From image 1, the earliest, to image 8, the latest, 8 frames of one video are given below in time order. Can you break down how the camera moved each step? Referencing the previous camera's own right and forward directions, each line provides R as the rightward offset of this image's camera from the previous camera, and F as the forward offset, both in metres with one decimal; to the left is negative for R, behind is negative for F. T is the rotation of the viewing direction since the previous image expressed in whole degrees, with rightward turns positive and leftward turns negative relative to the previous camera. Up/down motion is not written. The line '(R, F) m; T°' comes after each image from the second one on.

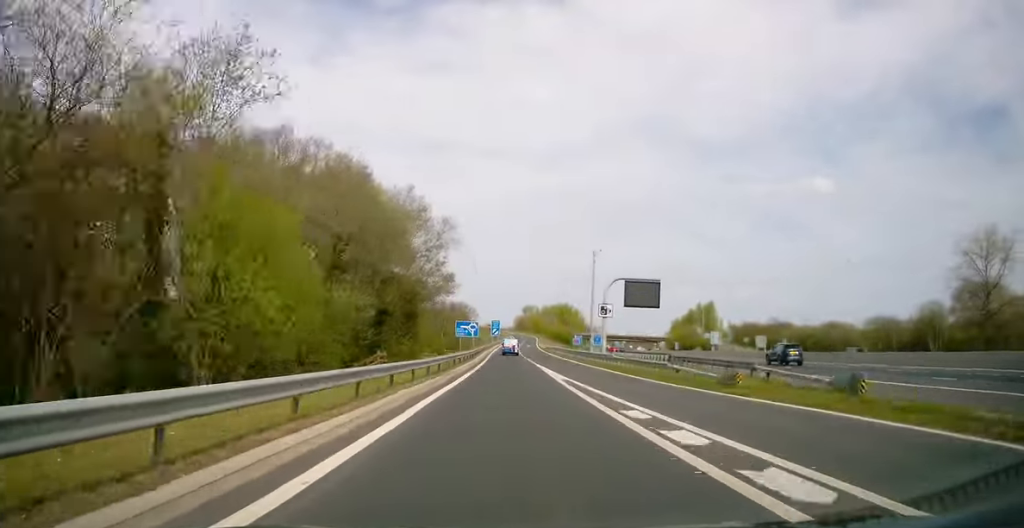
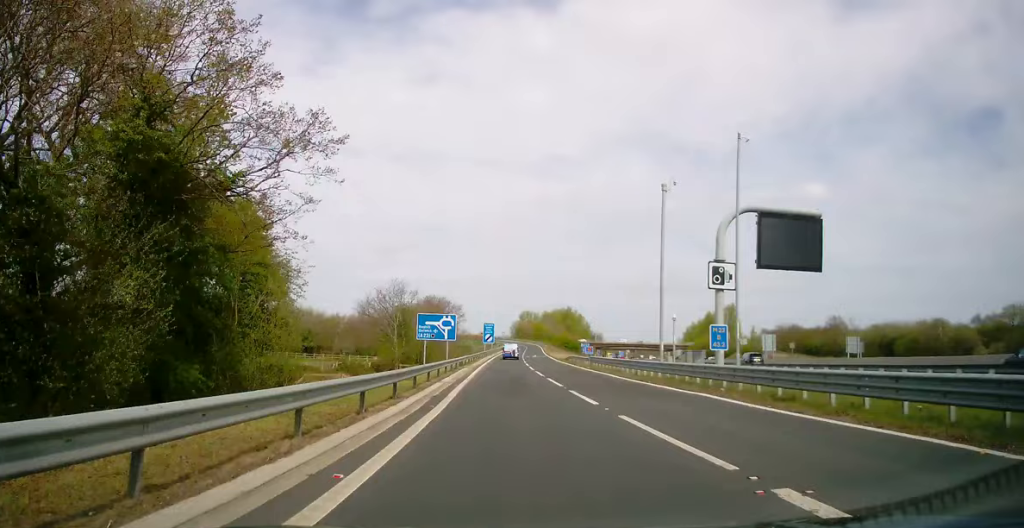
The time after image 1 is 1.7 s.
(0.0, +40.9) m; 0°
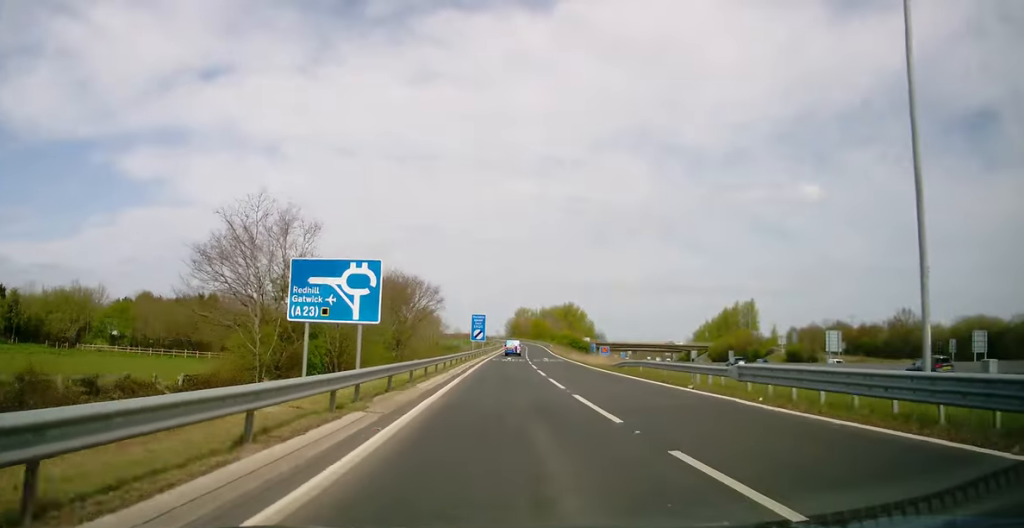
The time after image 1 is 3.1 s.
(0.0, +32.6) m; +1°
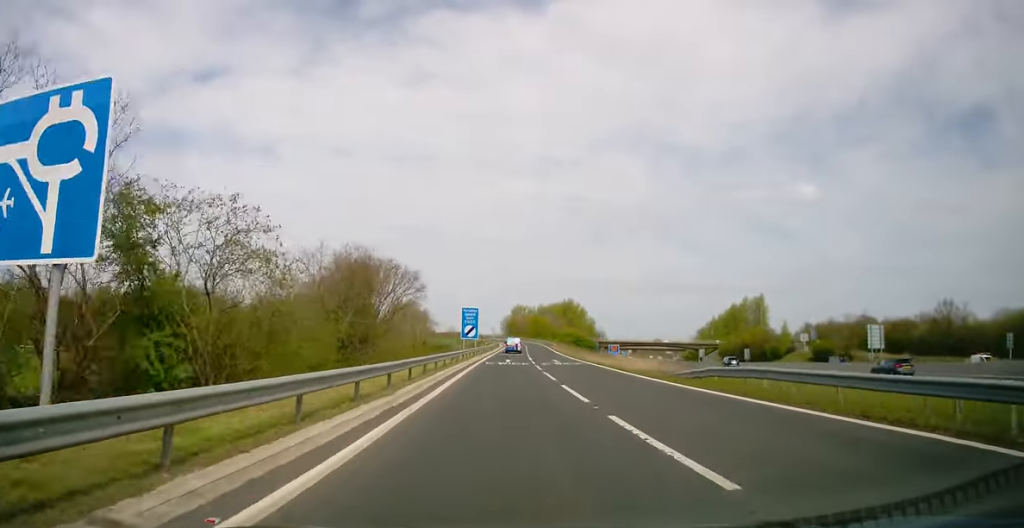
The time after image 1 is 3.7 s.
(+0.1, +15.7) m; +1°
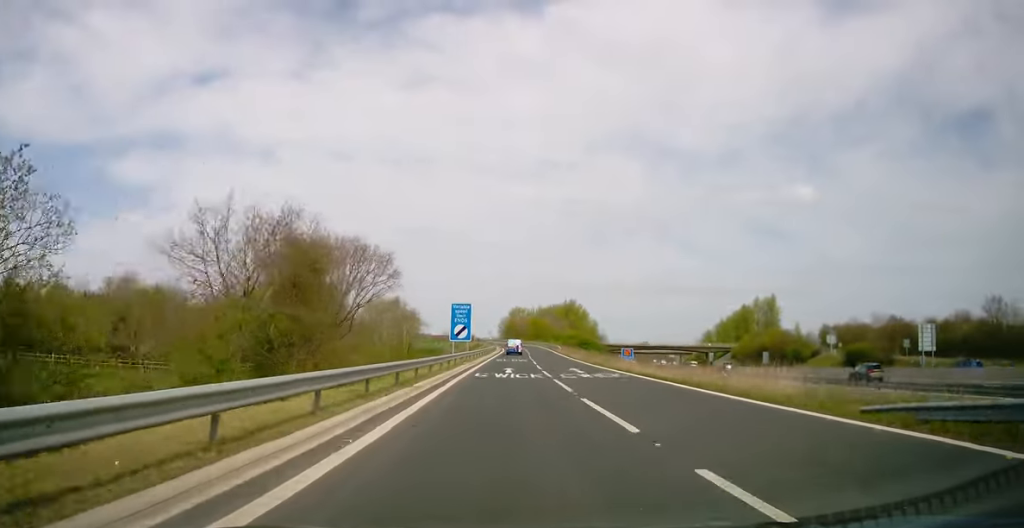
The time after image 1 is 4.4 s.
(+0.1, +14.8) m; +1°
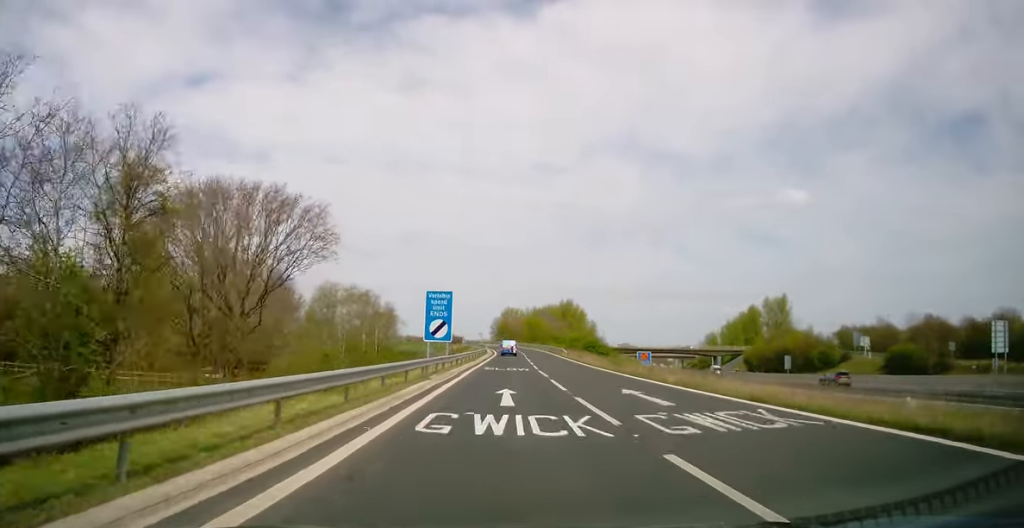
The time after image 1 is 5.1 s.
(+0.1, +17.6) m; 0°
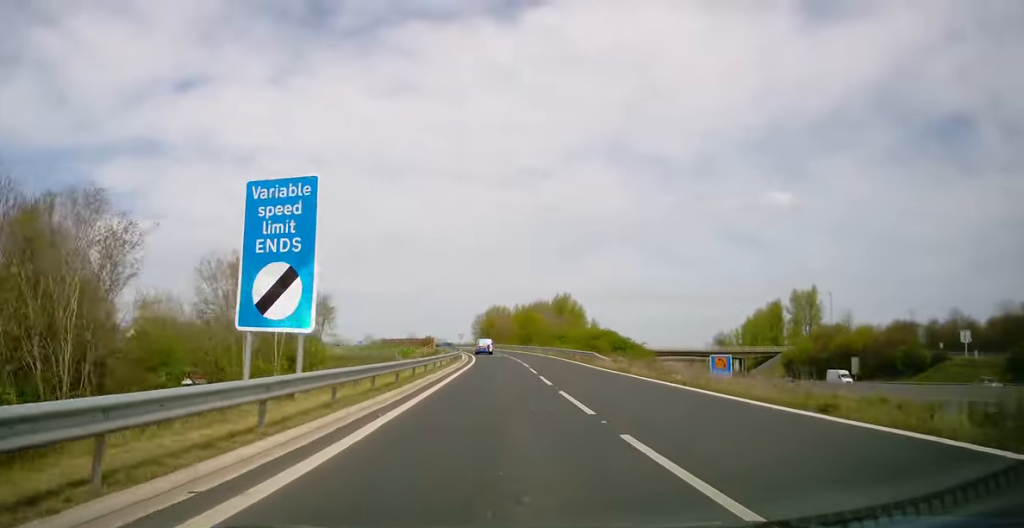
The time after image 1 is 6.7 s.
(+0.3, +36.1) m; +1°
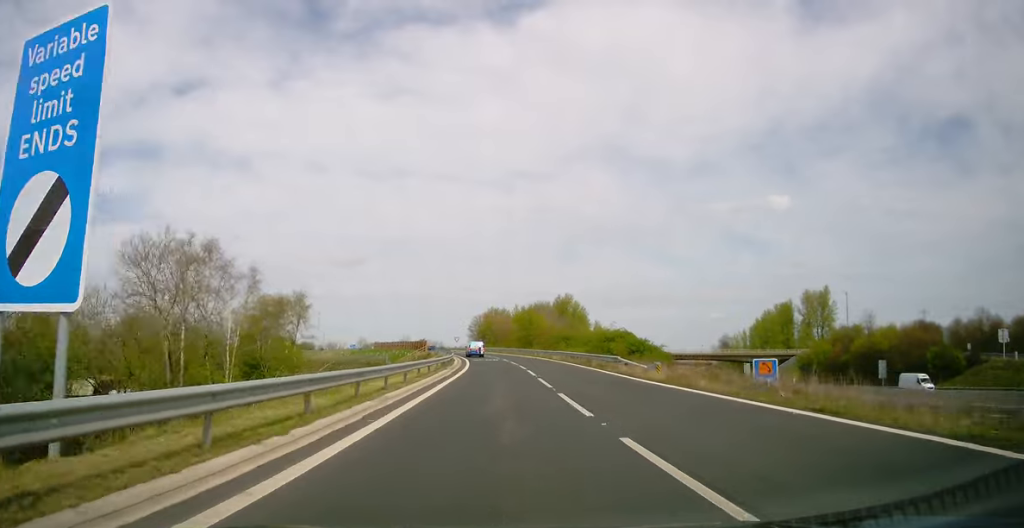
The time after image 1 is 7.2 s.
(+0.1, +9.6) m; 0°
